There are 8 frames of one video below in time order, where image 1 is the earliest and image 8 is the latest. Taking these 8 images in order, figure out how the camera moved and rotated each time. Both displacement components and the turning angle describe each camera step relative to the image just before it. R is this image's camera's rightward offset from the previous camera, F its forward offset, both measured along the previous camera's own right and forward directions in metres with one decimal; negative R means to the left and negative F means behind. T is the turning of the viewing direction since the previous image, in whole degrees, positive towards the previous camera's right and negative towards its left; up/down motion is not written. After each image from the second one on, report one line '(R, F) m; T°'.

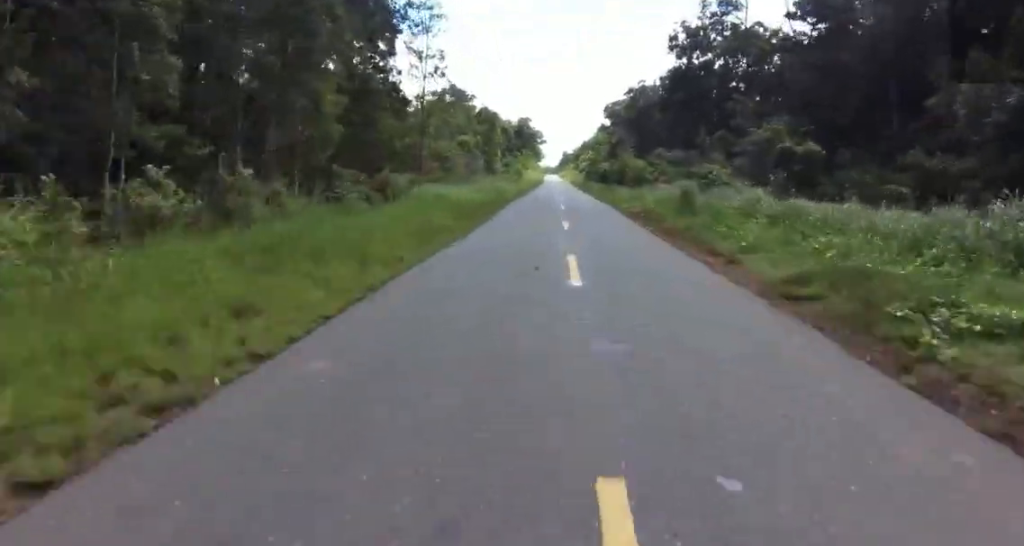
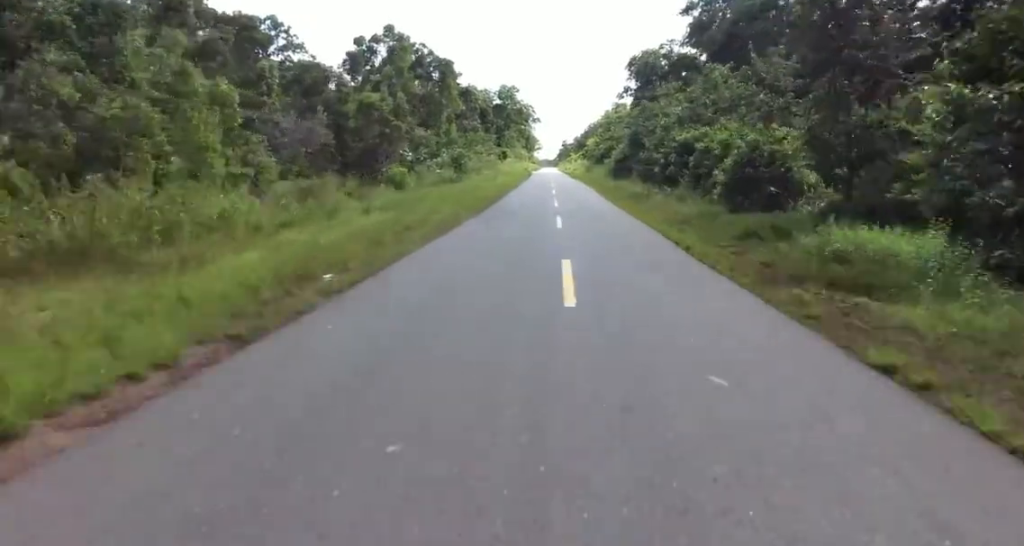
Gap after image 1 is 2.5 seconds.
(0.0, +70.5) m; 0°
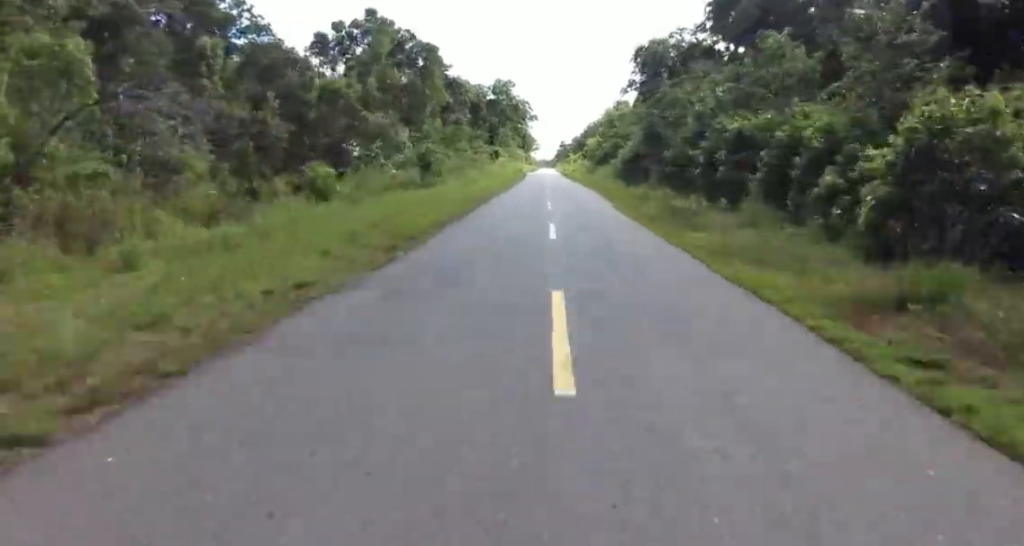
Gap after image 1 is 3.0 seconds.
(0.0, +12.0) m; 0°
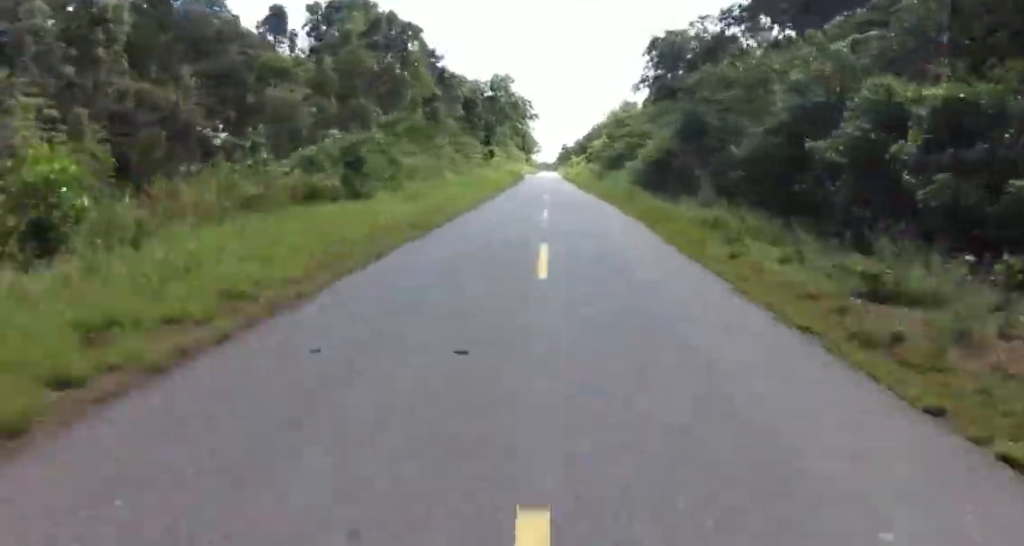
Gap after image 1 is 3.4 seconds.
(0.0, +12.8) m; 0°
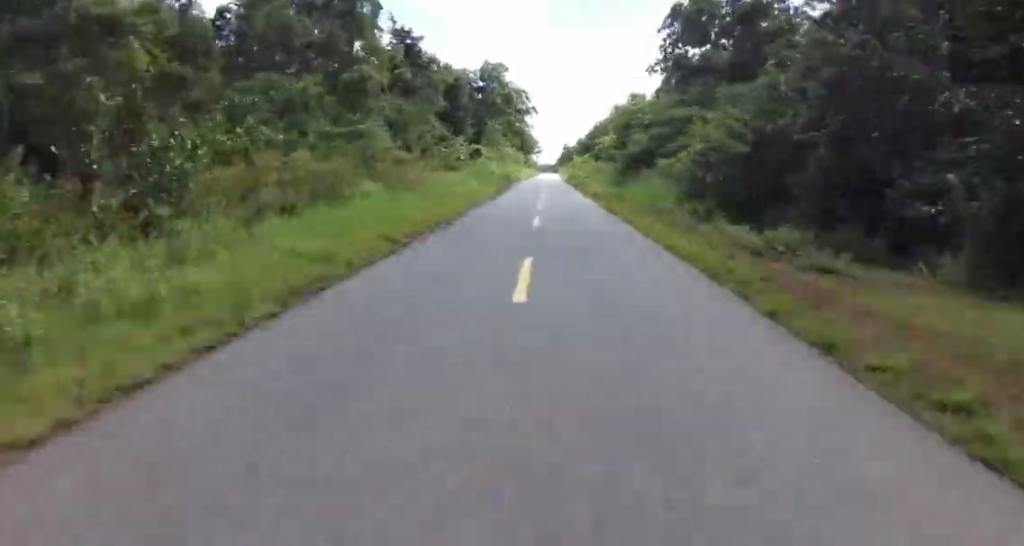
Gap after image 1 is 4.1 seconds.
(+0.1, +17.8) m; 0°
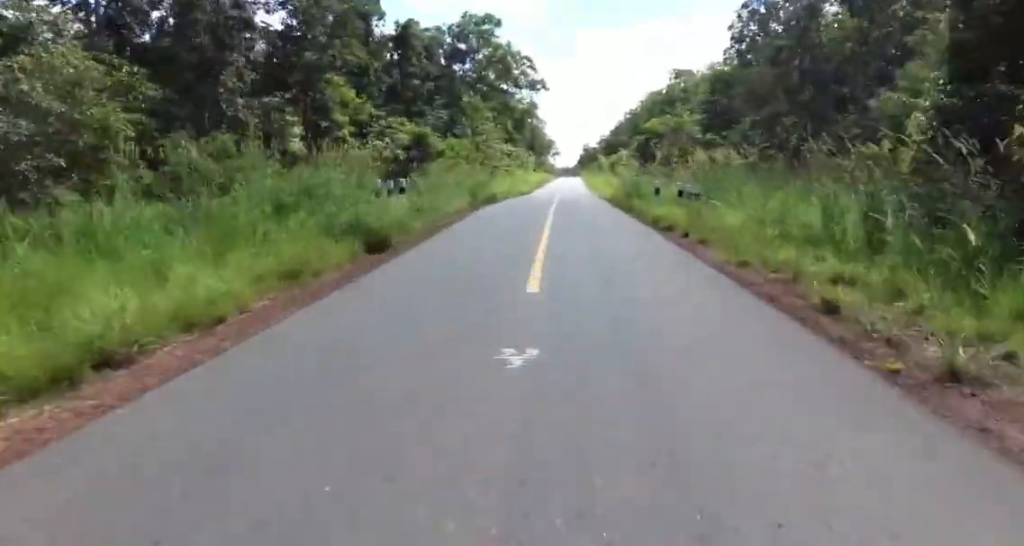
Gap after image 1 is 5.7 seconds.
(+0.1, +42.2) m; -1°
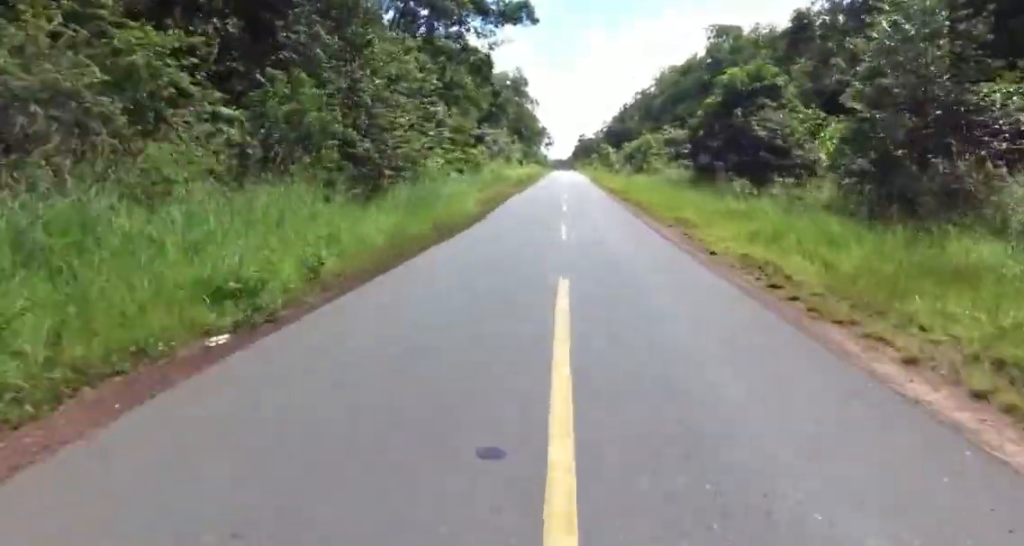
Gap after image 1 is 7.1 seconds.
(-1.2, +34.9) m; -3°
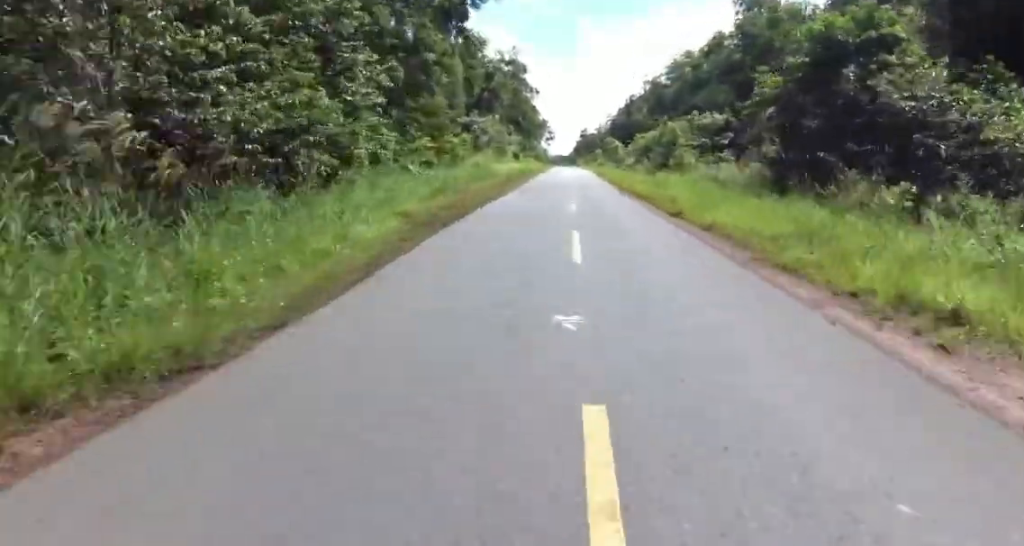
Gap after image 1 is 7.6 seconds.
(-0.5, +12.8) m; 0°
